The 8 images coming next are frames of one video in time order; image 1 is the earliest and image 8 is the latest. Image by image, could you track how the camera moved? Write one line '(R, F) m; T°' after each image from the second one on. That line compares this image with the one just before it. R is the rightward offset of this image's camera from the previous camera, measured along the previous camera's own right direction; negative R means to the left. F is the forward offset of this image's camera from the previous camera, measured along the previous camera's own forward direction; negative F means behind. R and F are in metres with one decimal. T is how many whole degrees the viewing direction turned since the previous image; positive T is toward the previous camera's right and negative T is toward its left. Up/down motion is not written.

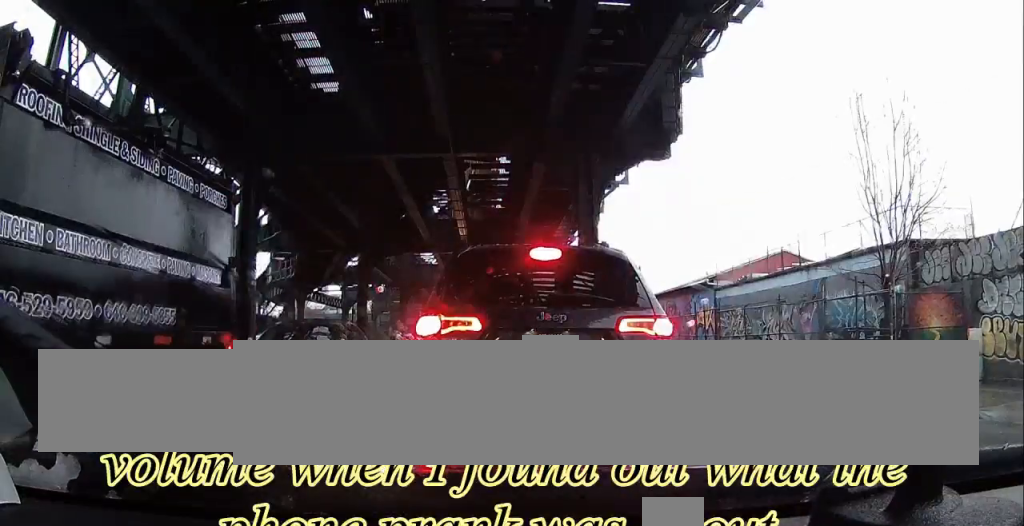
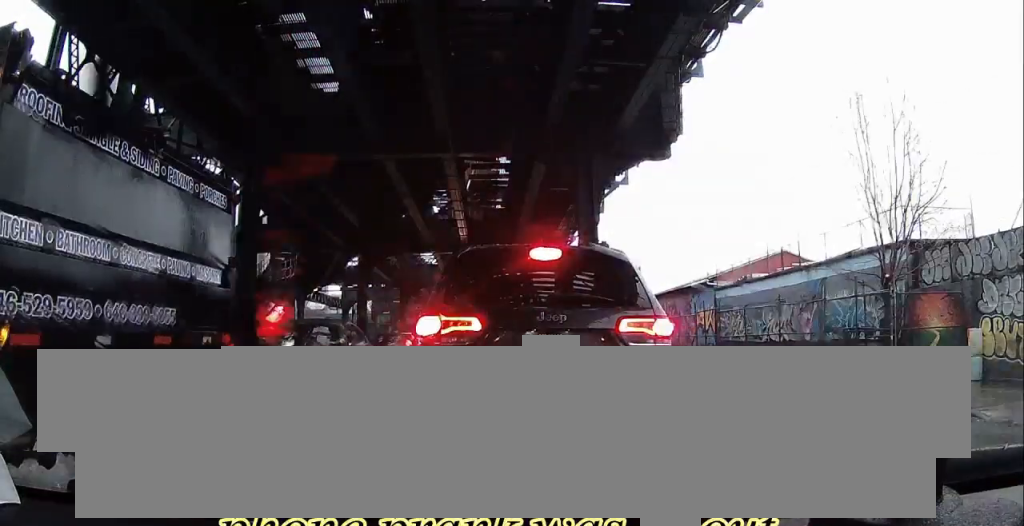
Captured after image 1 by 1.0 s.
(-0.1, +0.2) m; 0°
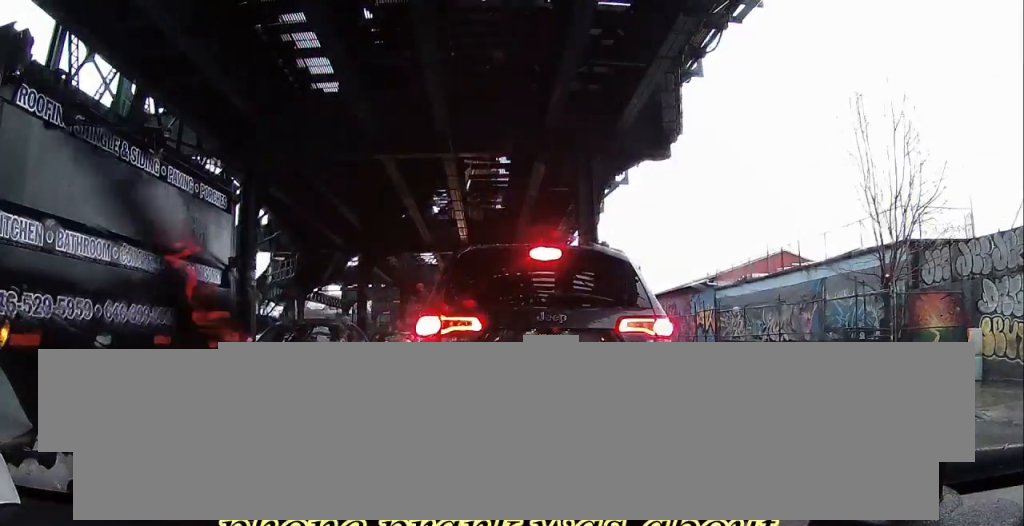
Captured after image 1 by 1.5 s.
(0.0, +0.1) m; 0°
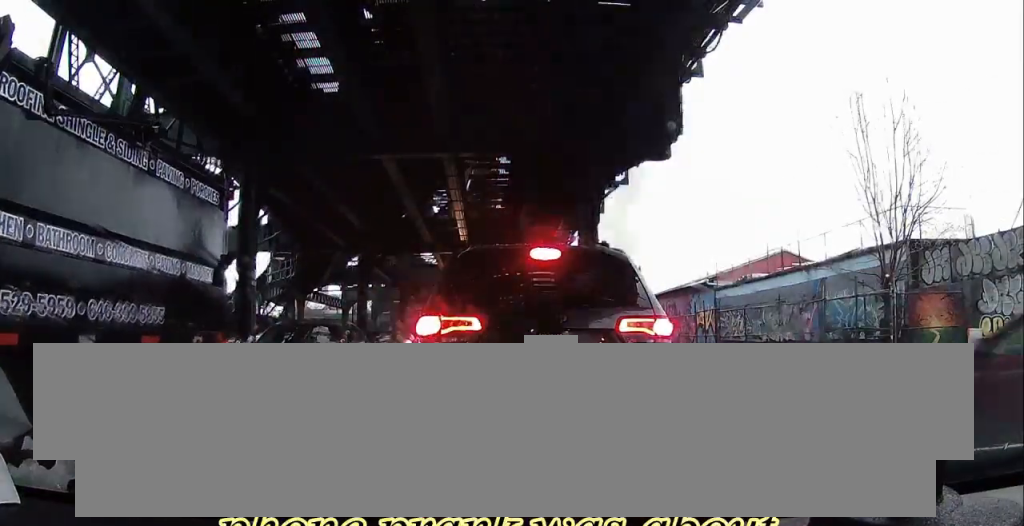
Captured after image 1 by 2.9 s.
(-0.1, +0.3) m; 0°
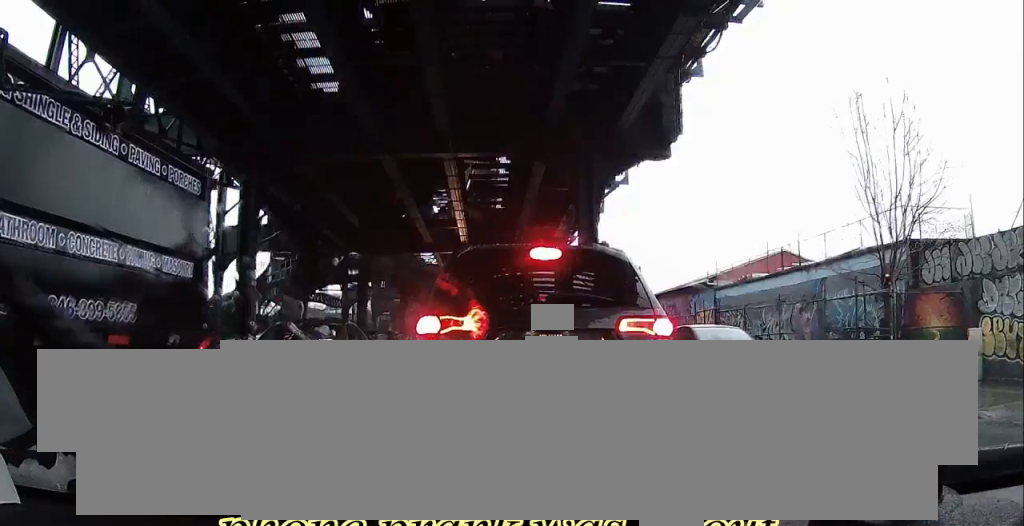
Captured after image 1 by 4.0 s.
(-0.1, 0.0) m; 0°
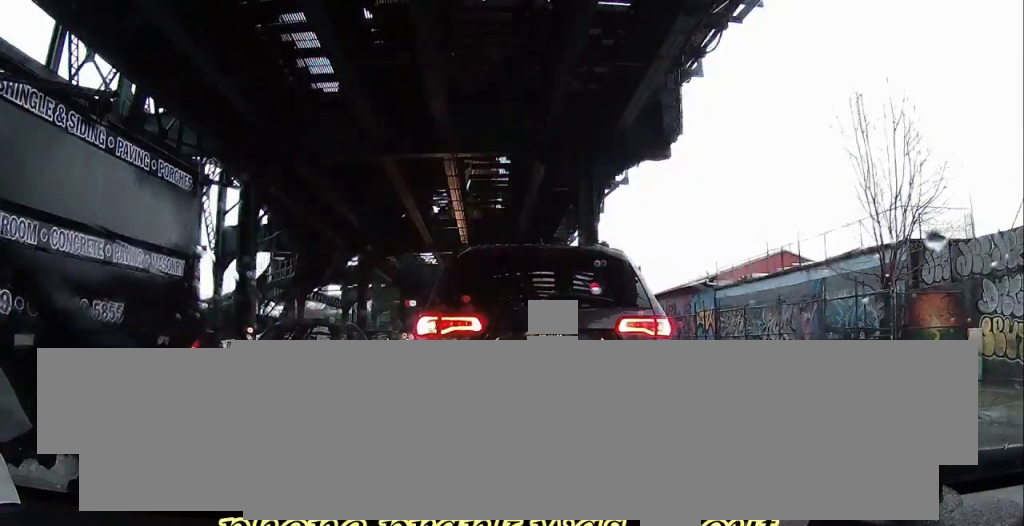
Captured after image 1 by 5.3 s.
(0.0, 0.0) m; 0°
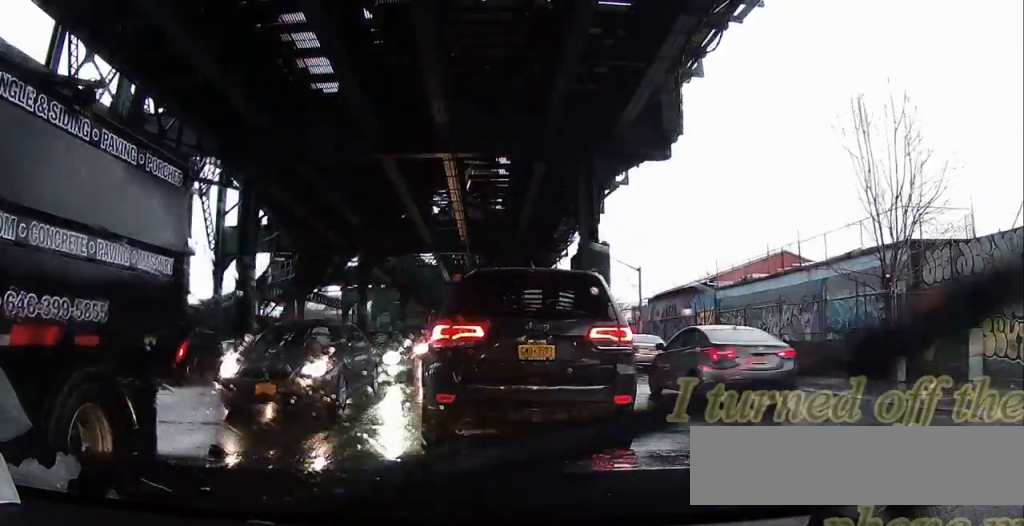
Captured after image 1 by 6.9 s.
(0.0, 0.0) m; 0°
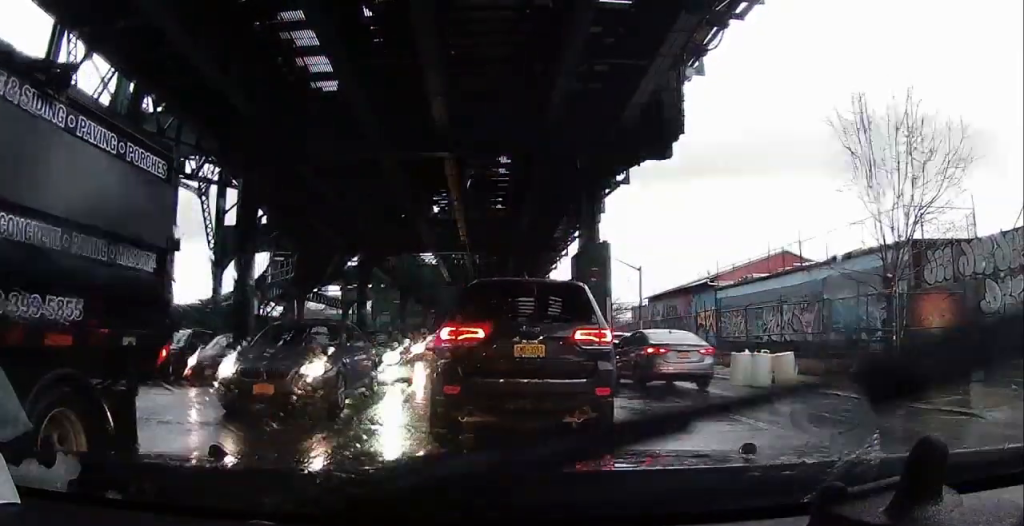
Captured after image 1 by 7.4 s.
(0.0, 0.0) m; 0°
